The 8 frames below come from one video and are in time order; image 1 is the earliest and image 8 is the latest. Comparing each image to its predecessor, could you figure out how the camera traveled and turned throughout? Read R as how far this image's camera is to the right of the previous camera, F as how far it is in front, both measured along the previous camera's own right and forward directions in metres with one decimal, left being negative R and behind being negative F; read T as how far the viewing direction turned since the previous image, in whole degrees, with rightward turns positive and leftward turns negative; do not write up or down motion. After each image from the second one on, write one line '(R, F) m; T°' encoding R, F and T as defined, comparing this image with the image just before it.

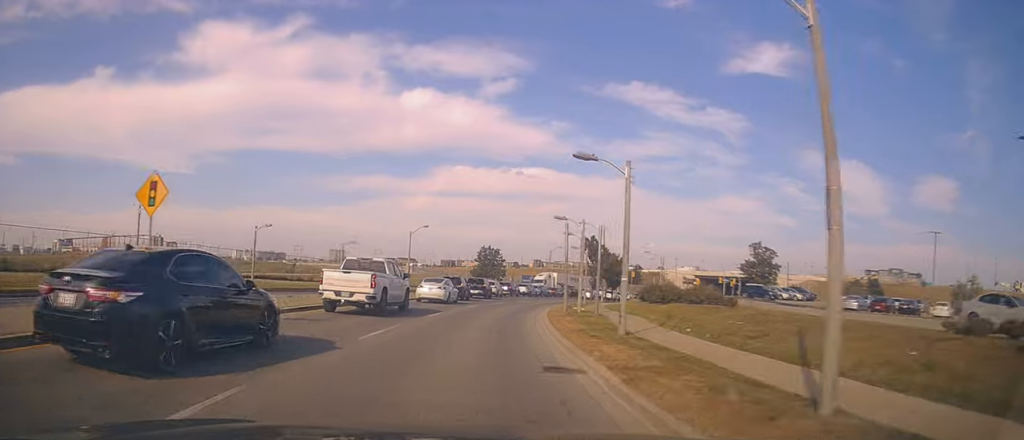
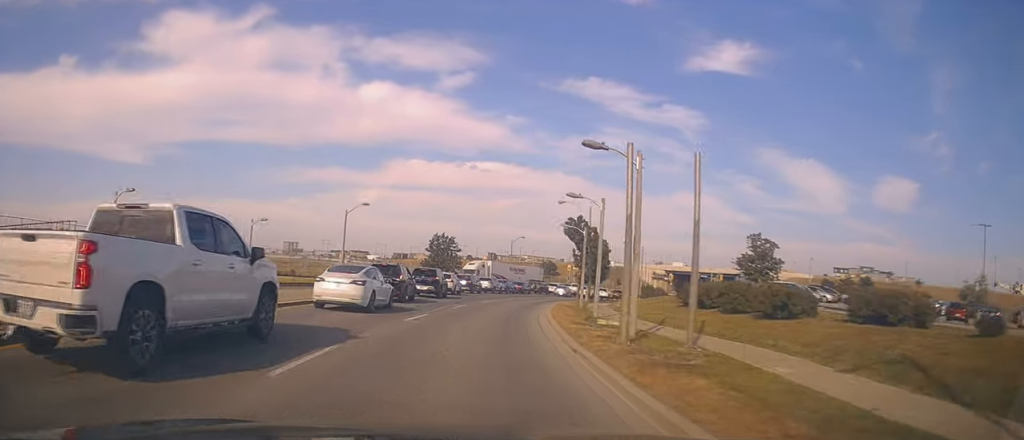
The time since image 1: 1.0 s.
(+0.7, +14.0) m; +6°
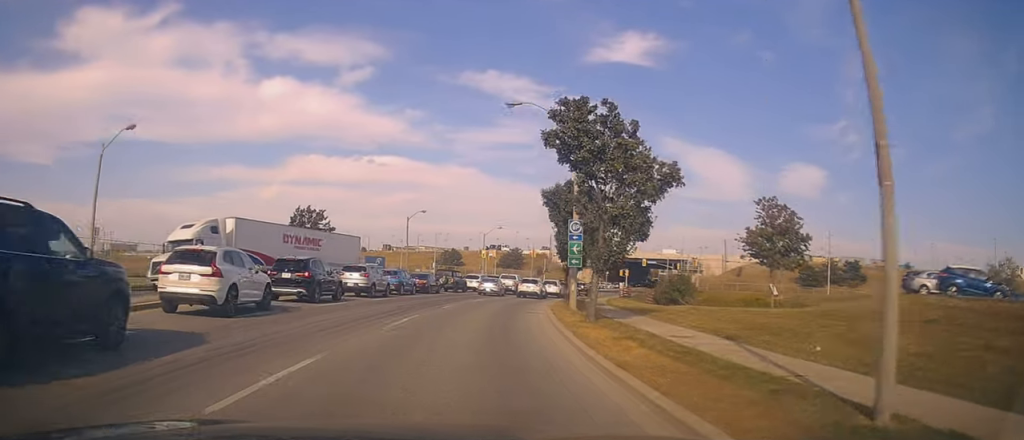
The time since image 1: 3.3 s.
(+2.7, +30.6) m; +9°
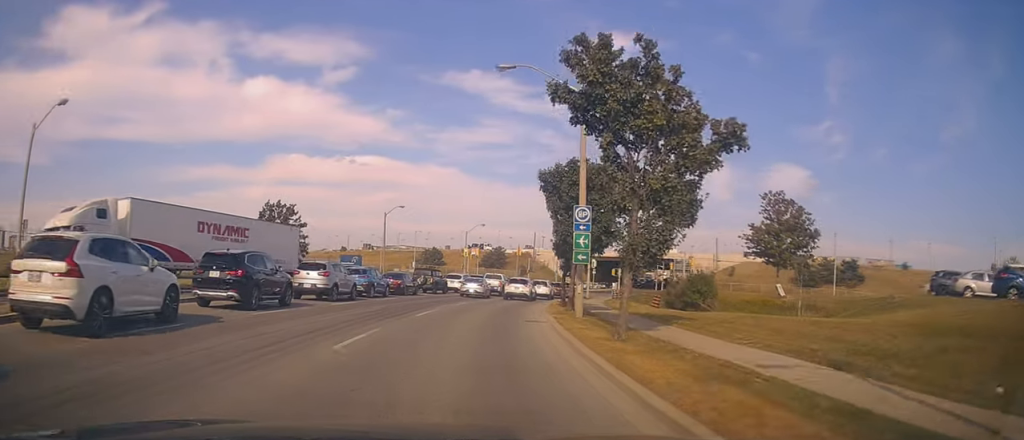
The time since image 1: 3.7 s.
(+0.1, +5.6) m; +2°
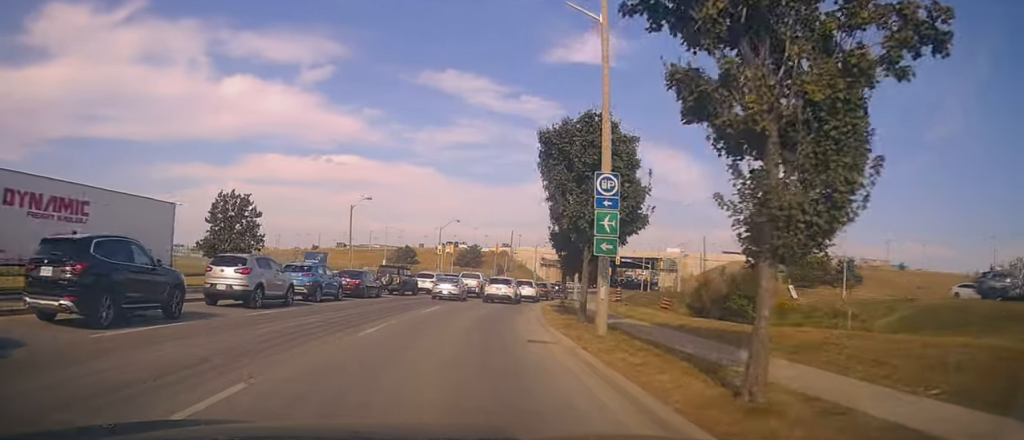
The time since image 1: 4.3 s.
(+0.1, +7.6) m; +4°
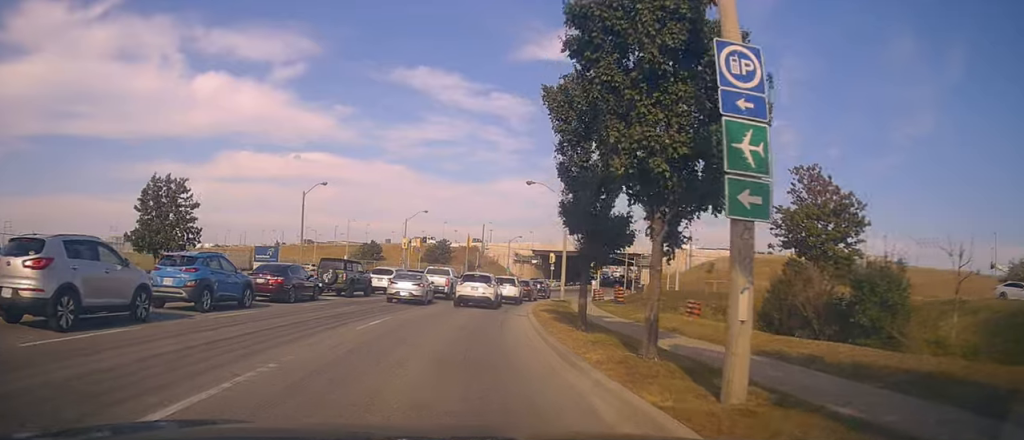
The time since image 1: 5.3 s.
(+0.8, +9.9) m; +5°
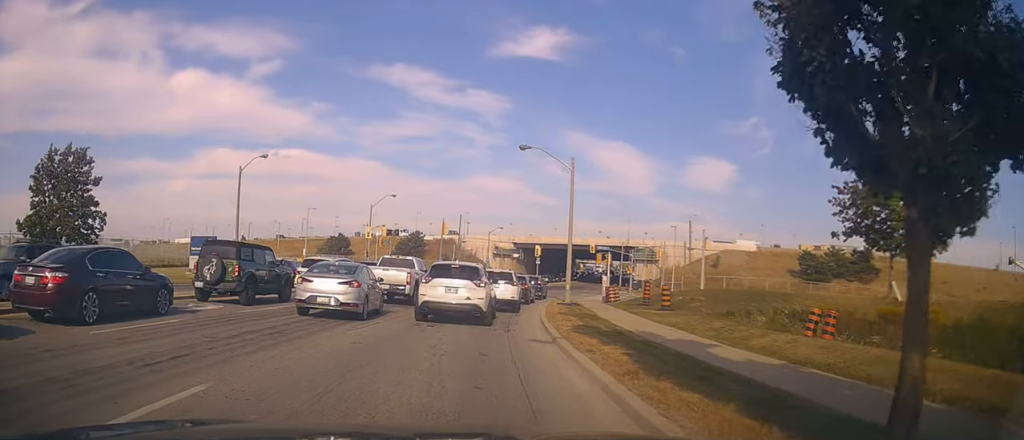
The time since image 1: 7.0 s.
(+0.4, +14.4) m; +4°
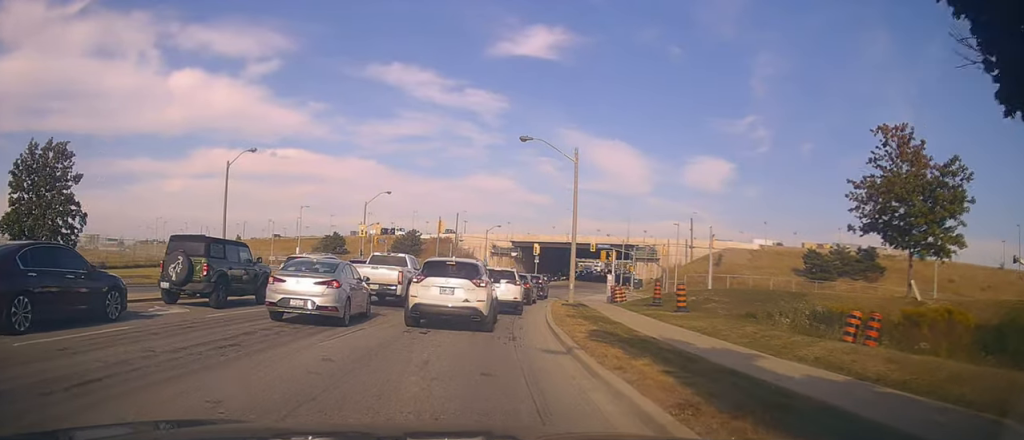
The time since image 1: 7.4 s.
(0.0, +2.7) m; +2°
